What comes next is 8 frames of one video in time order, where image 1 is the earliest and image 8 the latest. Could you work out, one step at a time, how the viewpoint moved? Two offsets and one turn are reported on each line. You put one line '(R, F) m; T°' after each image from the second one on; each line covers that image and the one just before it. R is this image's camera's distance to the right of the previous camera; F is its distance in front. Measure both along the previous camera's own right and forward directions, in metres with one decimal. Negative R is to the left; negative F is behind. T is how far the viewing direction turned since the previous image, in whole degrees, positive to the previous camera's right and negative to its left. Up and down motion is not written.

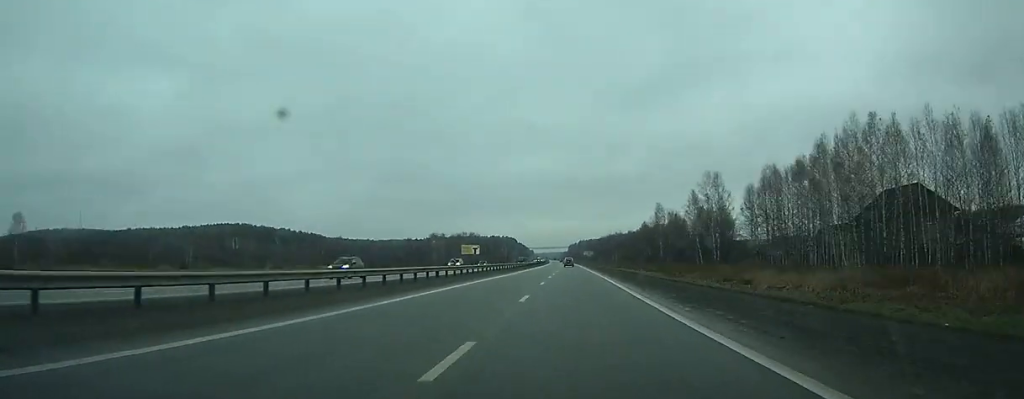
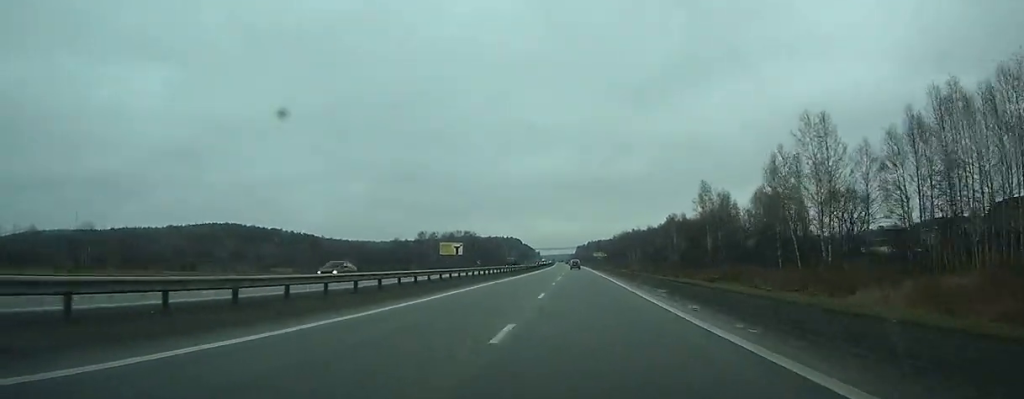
(-0.1, +44.7) m; 0°
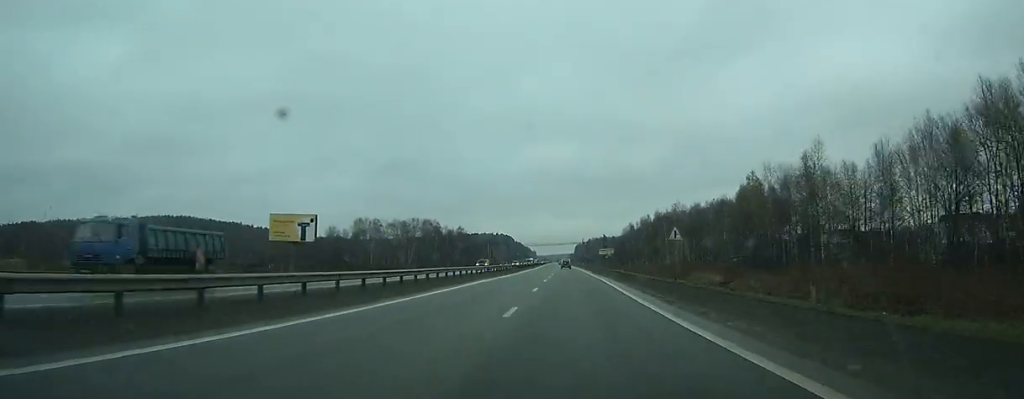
(-0.1, +91.4) m; -1°
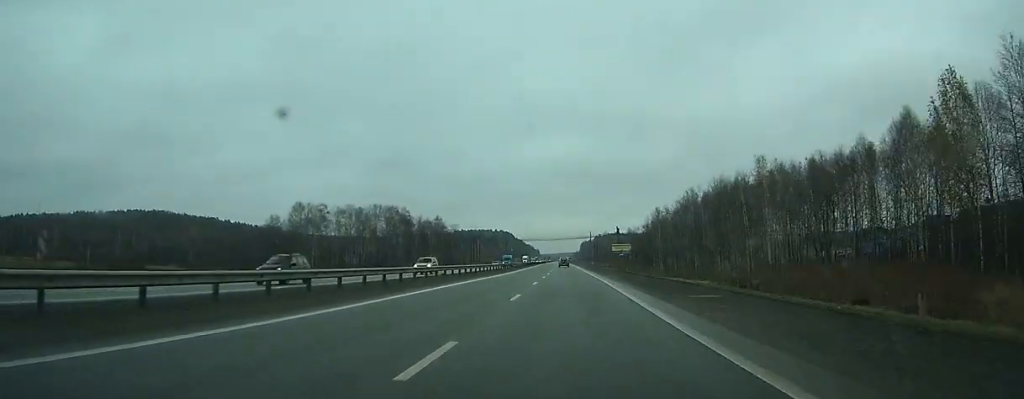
(-0.7, +55.7) m; -1°
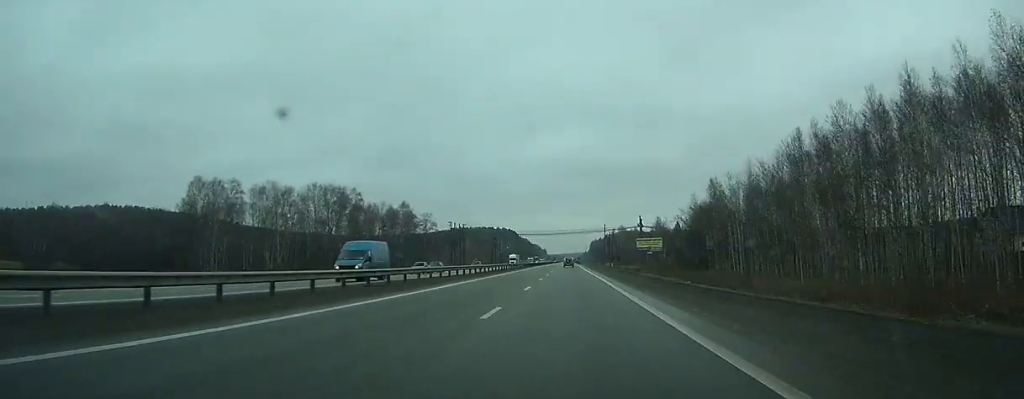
(0.0, +53.7) m; 0°
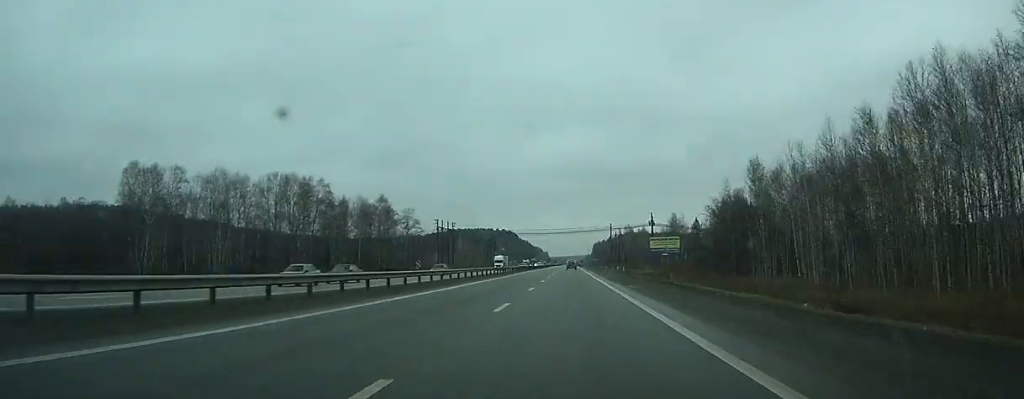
(0.0, +21.2) m; 0°
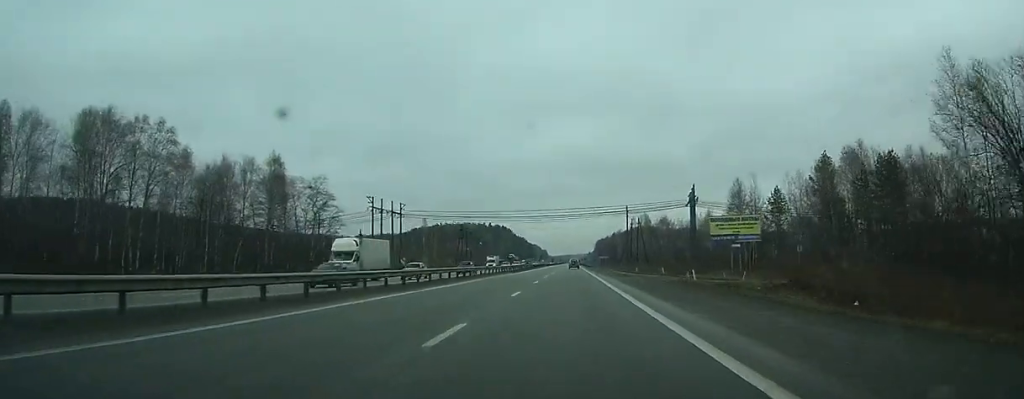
(-0.1, +54.3) m; 0°
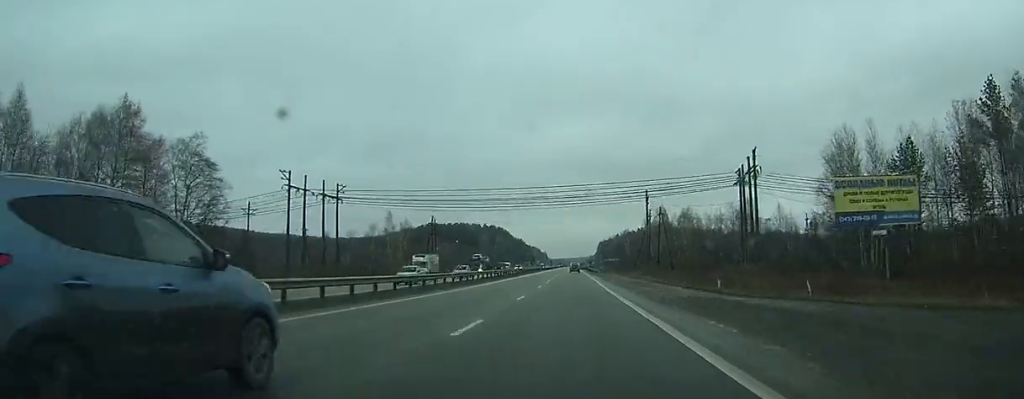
(-0.1, +34.5) m; 0°
